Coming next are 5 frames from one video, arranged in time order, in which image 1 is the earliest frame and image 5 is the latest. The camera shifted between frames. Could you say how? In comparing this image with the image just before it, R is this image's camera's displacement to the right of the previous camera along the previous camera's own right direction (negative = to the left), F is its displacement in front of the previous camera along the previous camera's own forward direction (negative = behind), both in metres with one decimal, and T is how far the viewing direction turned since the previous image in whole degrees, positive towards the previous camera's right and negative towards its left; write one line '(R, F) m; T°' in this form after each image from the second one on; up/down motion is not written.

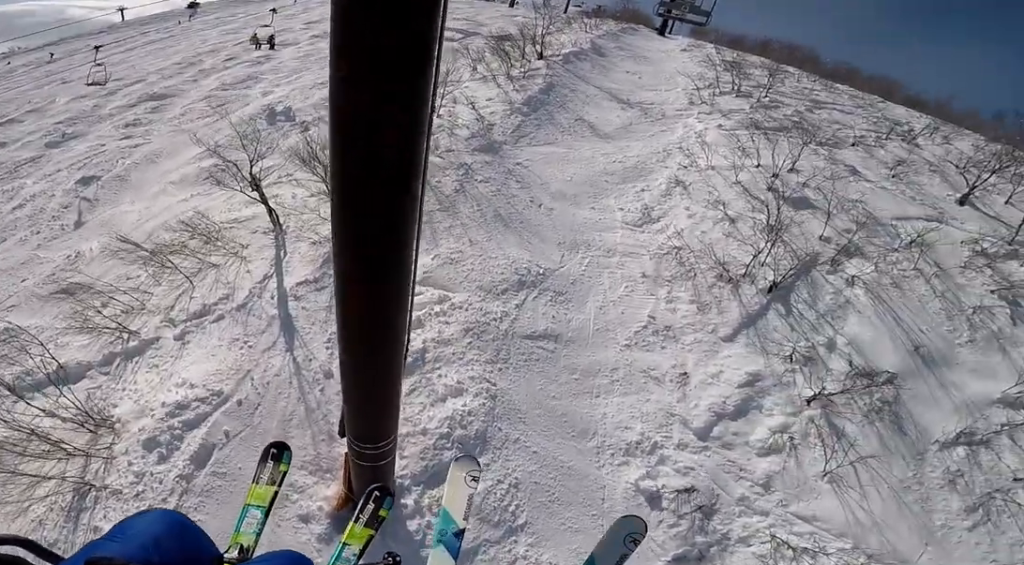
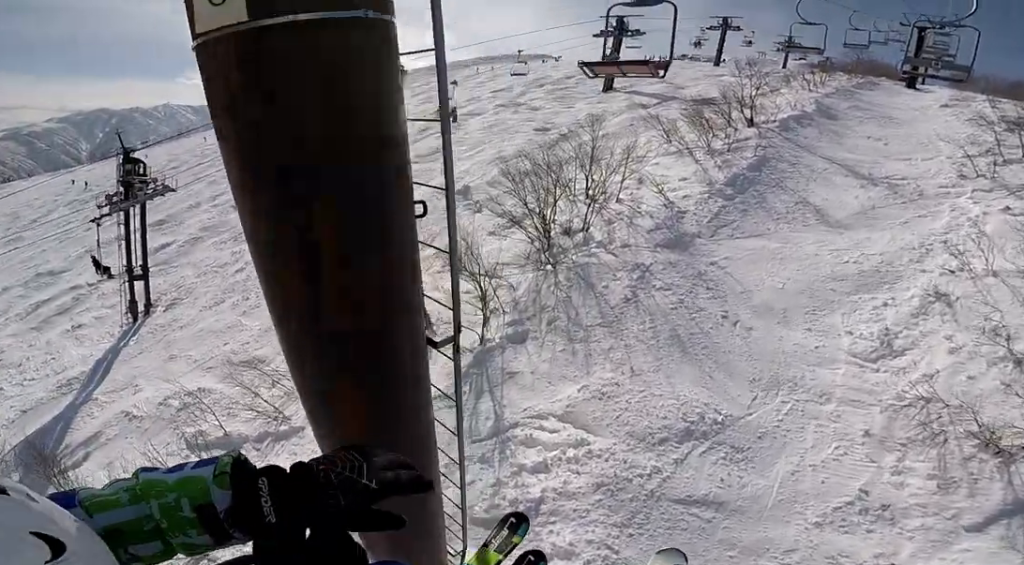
(0.0, +1.8) m; 0°
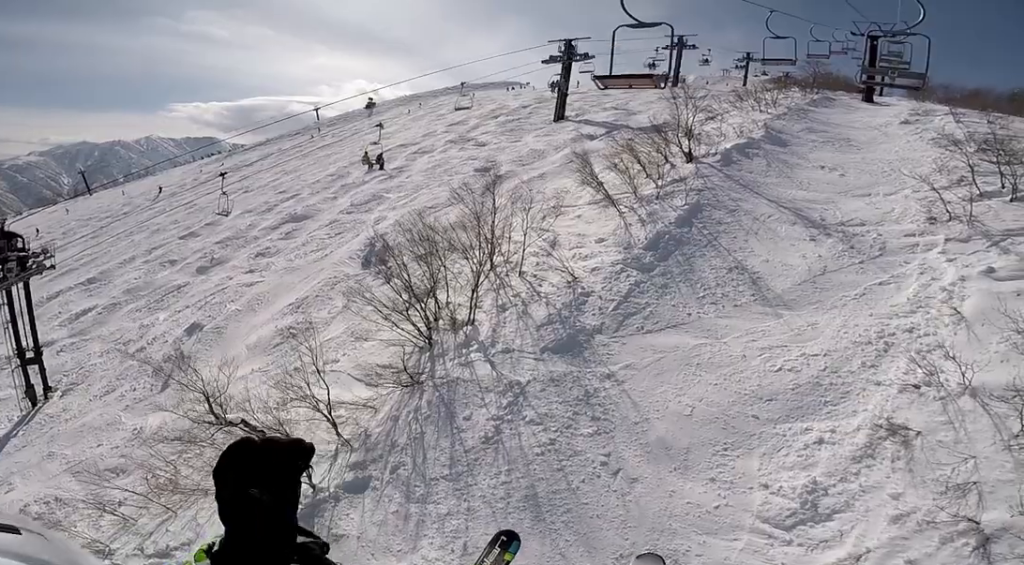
(0.0, +4.7) m; 0°
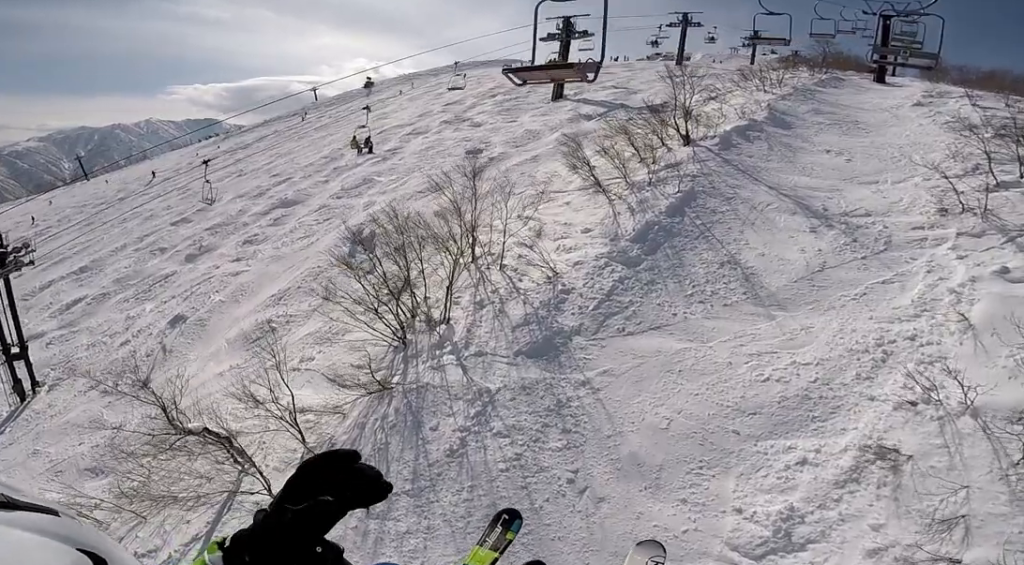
(0.0, +1.2) m; 0°
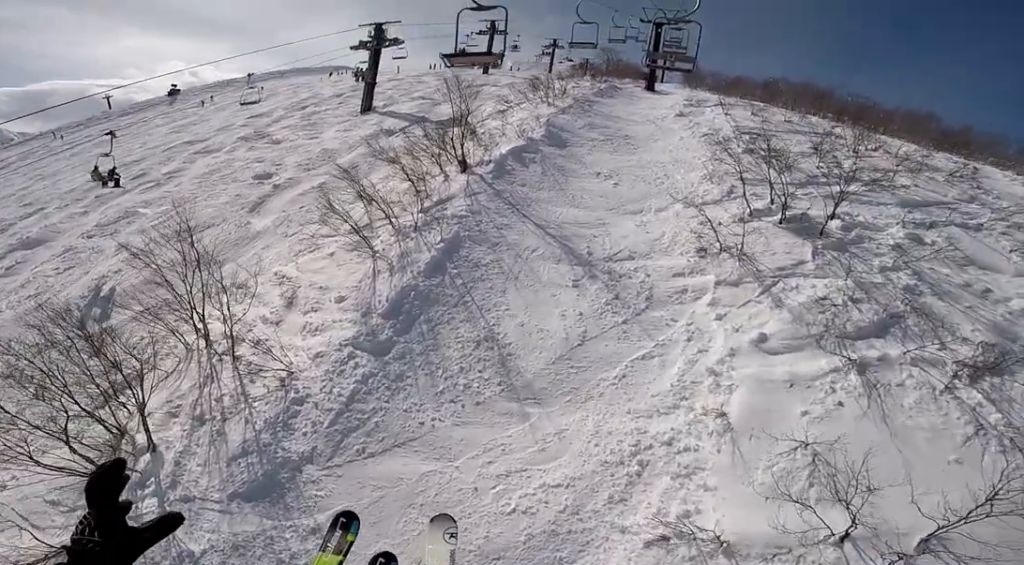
(0.0, +3.9) m; 0°
